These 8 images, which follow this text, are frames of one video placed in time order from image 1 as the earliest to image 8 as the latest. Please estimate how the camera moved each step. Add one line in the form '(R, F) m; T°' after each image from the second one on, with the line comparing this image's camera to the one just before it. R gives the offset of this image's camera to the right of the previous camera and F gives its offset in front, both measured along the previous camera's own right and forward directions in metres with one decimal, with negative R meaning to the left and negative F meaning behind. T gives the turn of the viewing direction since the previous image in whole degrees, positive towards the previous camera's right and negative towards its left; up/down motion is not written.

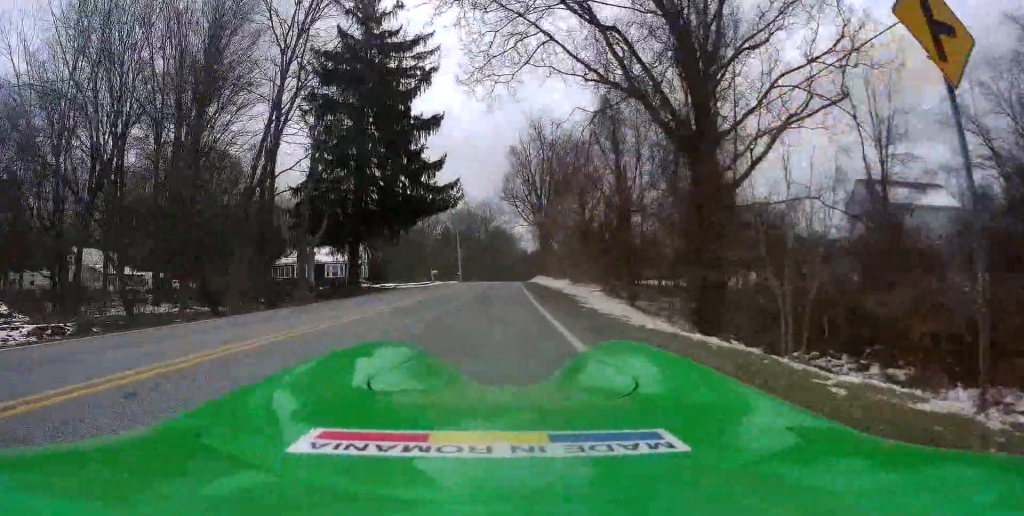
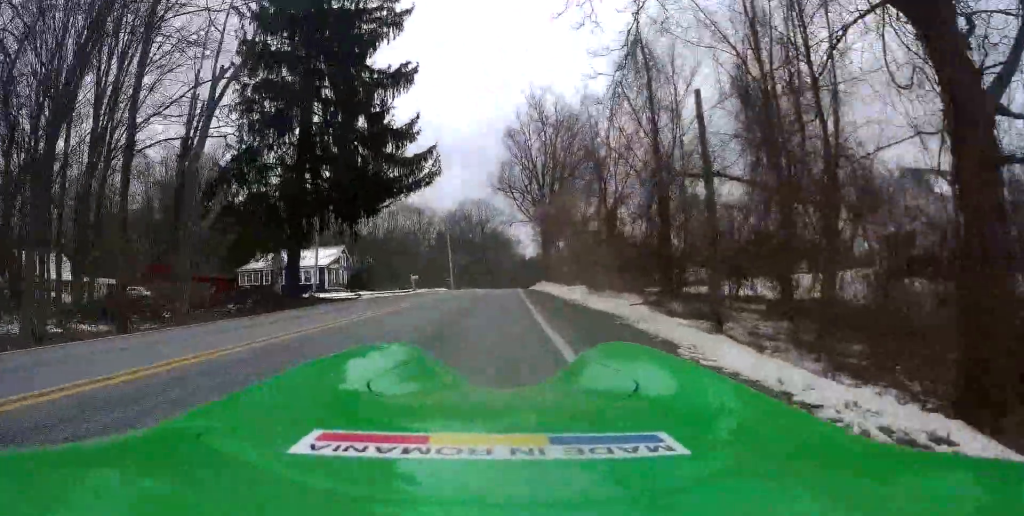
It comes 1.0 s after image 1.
(0.0, +10.9) m; -1°
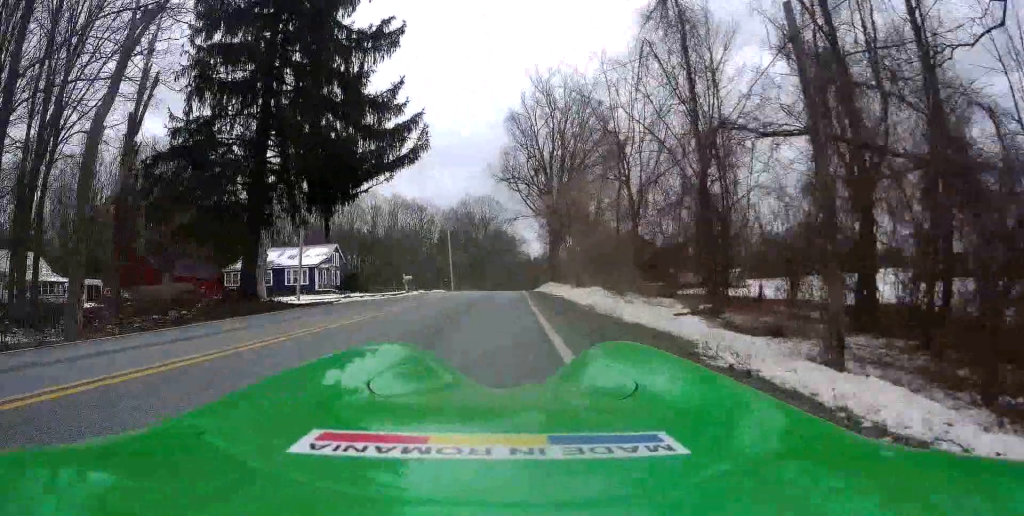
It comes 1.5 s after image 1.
(-0.4, +5.1) m; 0°
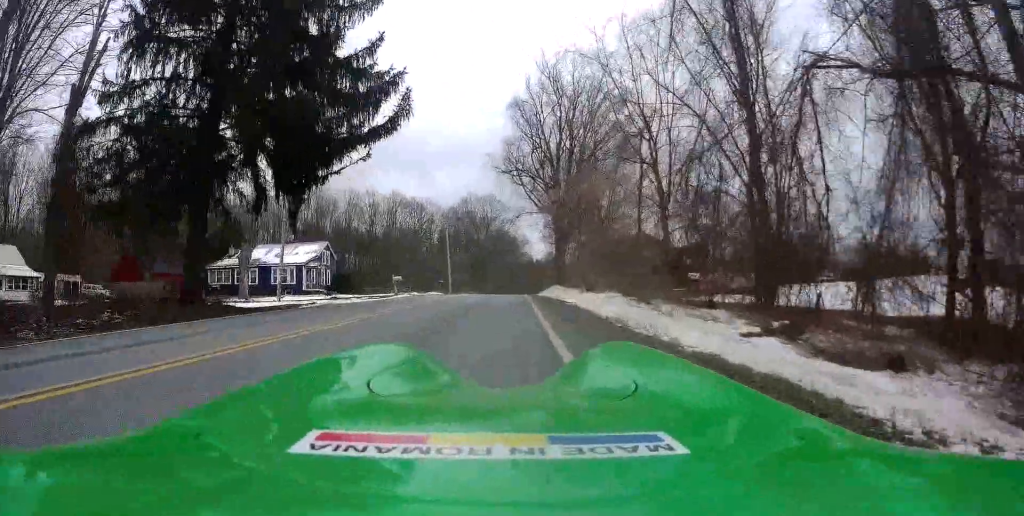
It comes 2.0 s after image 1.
(+0.3, +4.6) m; -3°
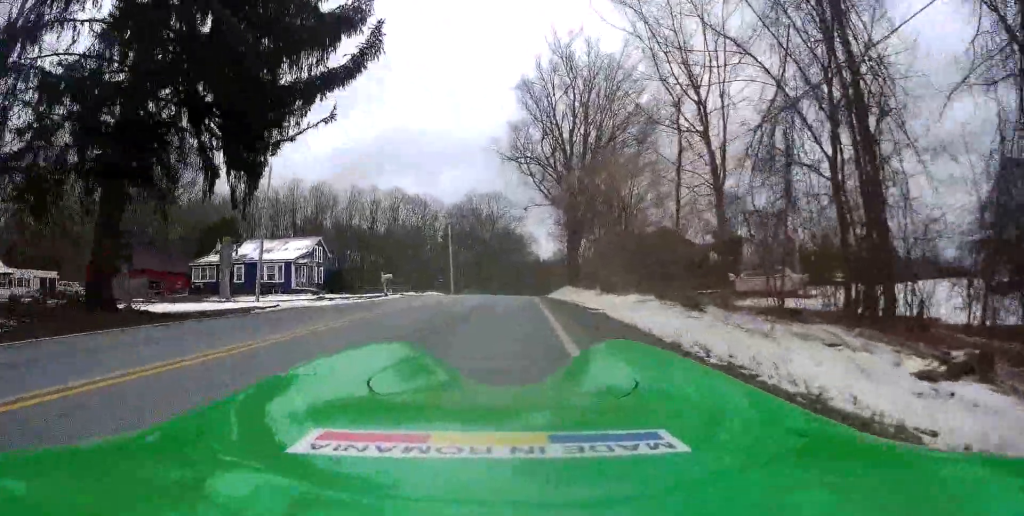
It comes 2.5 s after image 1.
(+0.7, +5.3) m; -4°
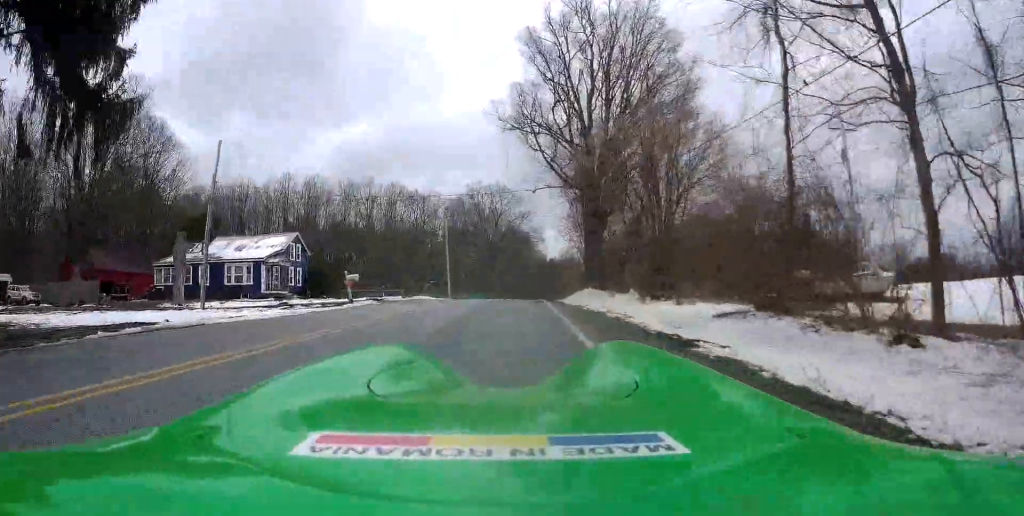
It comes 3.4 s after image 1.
(-1.6, +8.3) m; -1°
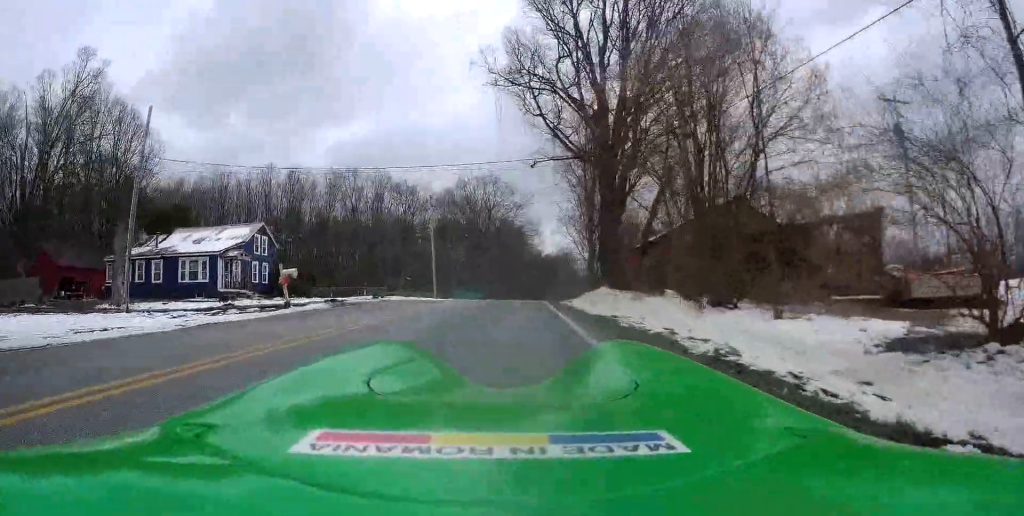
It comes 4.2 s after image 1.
(+0.8, +7.0) m; +4°
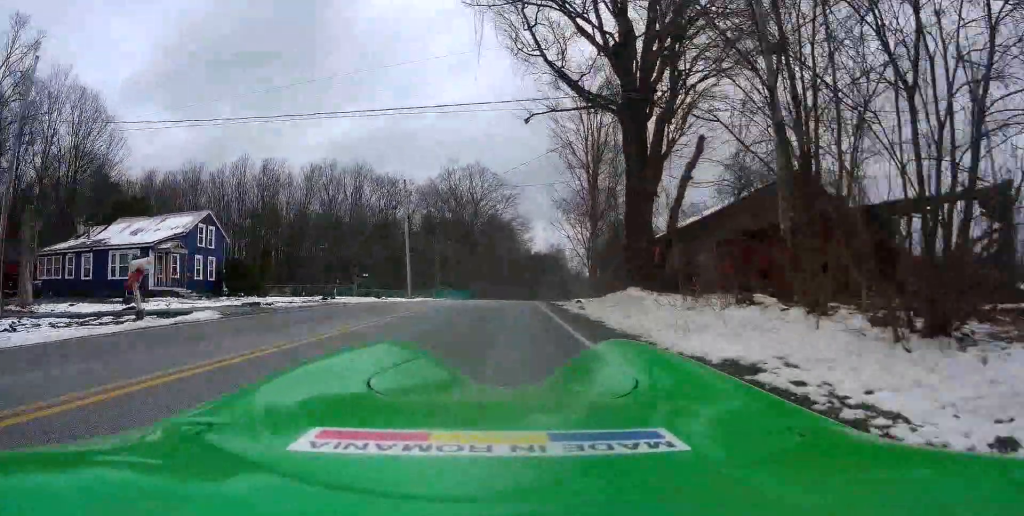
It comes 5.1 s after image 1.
(+0.3, +7.7) m; +5°
